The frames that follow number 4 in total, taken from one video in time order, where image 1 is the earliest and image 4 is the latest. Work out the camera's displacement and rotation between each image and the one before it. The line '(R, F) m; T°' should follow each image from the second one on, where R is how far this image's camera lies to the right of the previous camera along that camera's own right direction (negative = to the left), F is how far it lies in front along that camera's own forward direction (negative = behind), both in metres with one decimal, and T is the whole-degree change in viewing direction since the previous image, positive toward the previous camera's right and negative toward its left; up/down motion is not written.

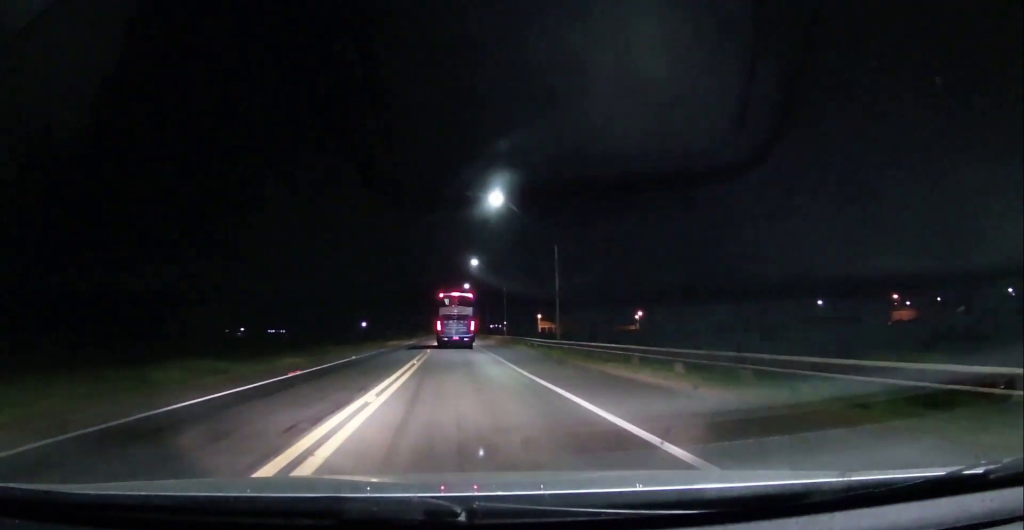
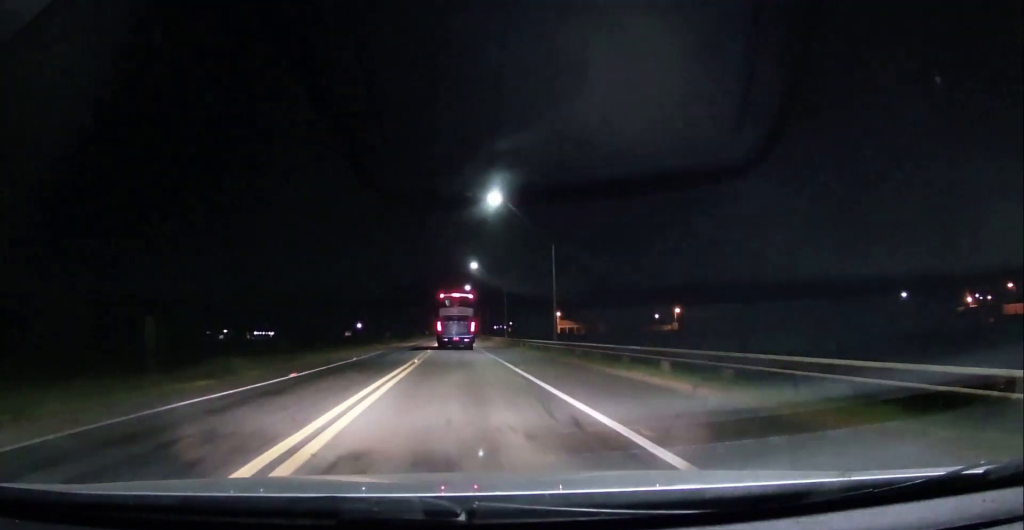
(0.0, +39.0) m; +1°
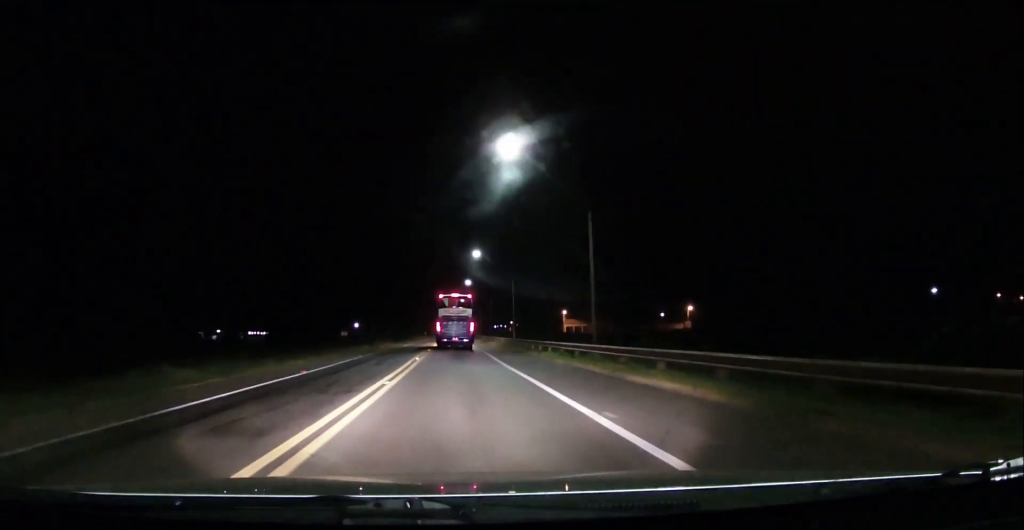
(0.0, +11.8) m; 0°
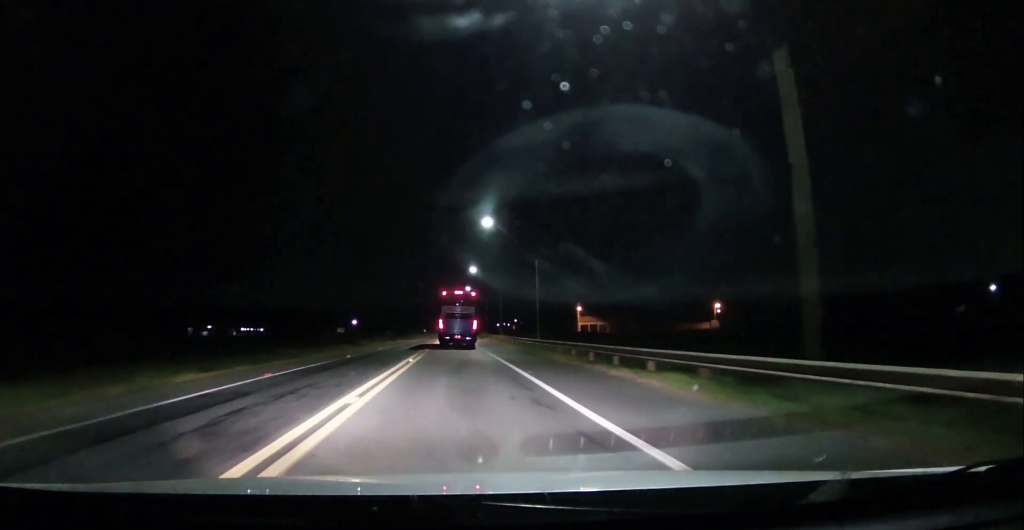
(0.0, +18.8) m; 0°
